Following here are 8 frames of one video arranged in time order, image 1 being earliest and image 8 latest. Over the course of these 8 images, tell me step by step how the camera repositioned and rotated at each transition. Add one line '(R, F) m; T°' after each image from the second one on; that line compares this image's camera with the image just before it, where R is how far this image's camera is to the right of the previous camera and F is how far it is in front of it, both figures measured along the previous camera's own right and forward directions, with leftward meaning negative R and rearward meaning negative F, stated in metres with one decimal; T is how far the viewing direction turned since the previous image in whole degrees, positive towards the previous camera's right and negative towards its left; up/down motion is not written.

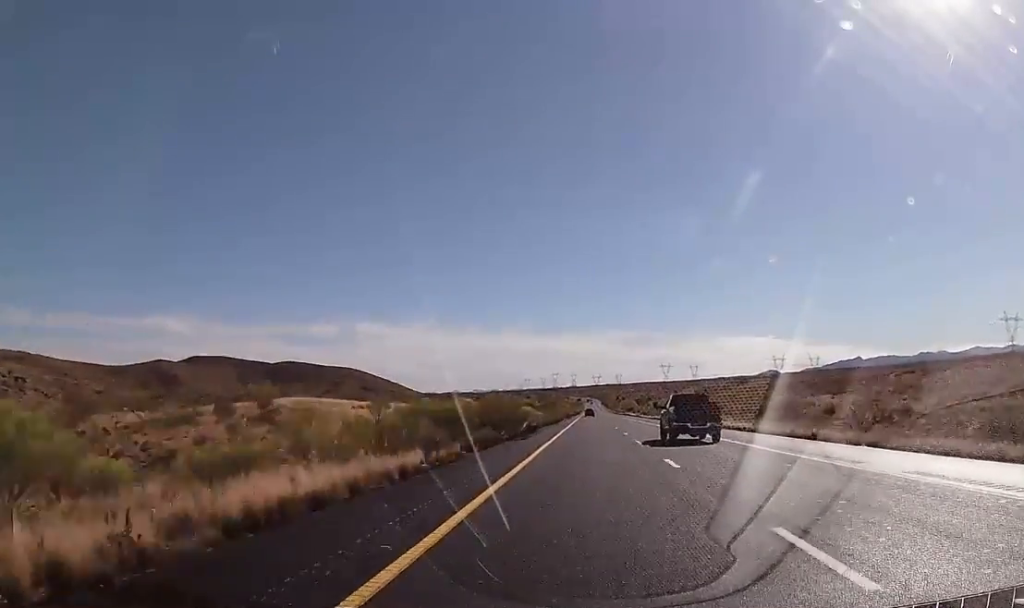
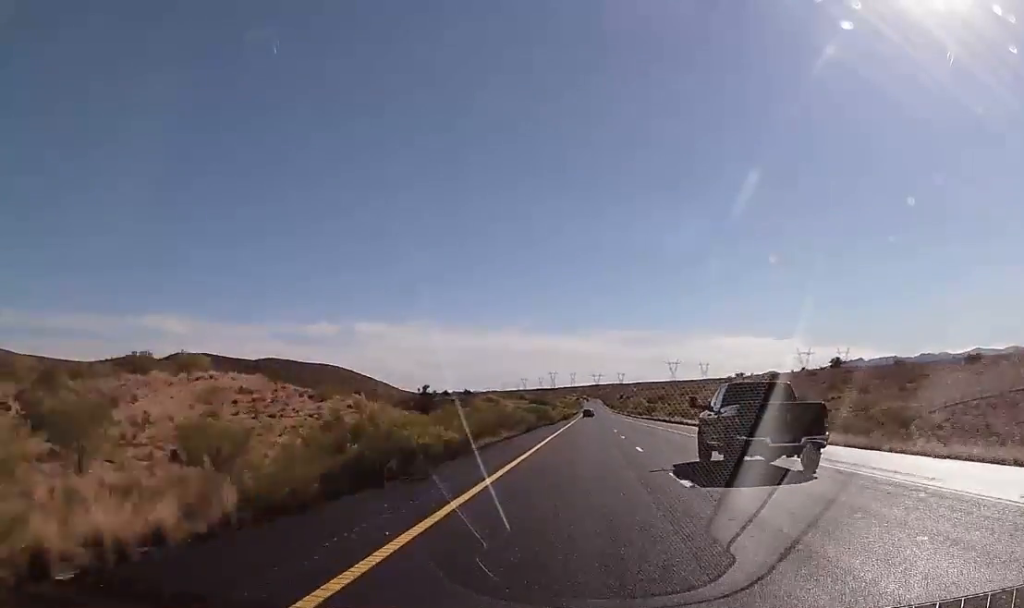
(0.0, +101.8) m; 0°
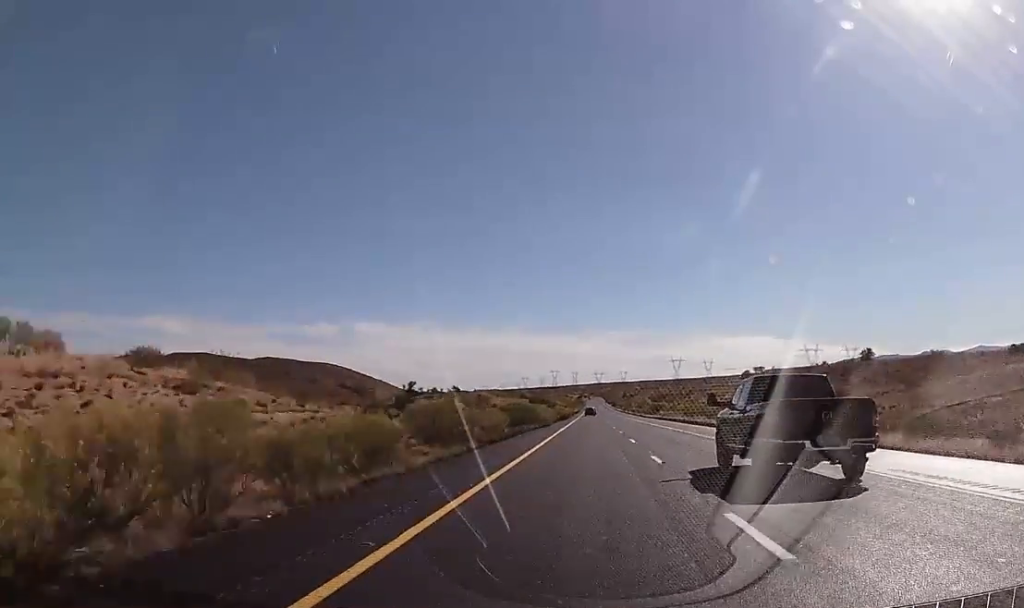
(+0.2, +19.0) m; 0°
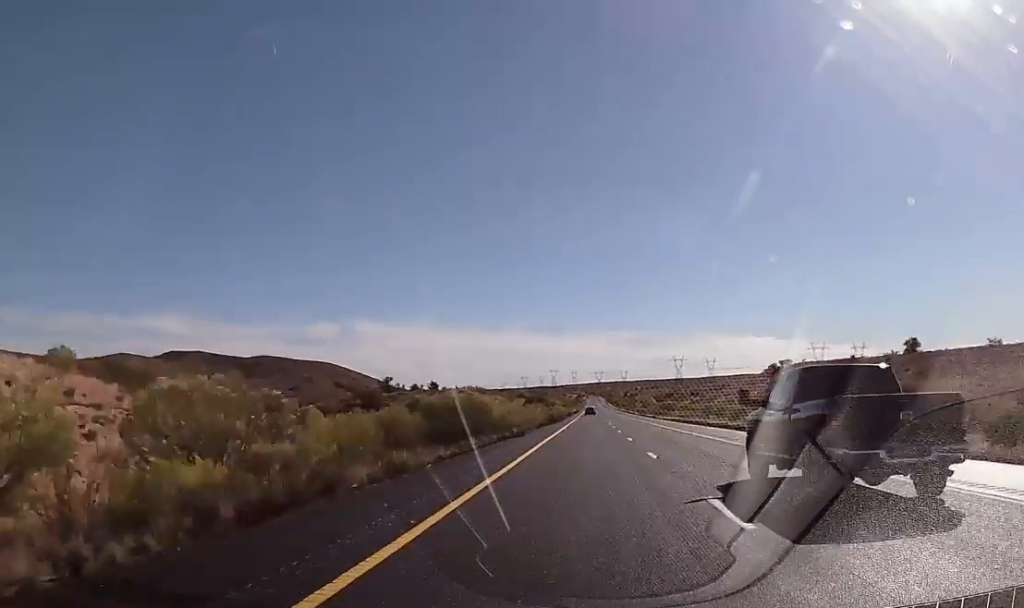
(+0.1, +22.8) m; 0°
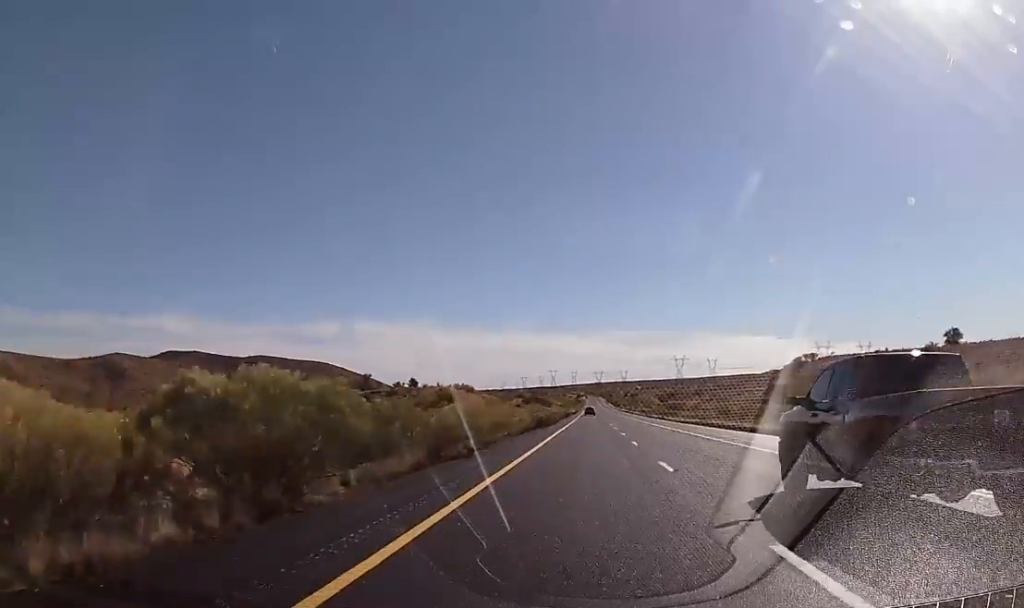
(0.0, +16.5) m; 0°
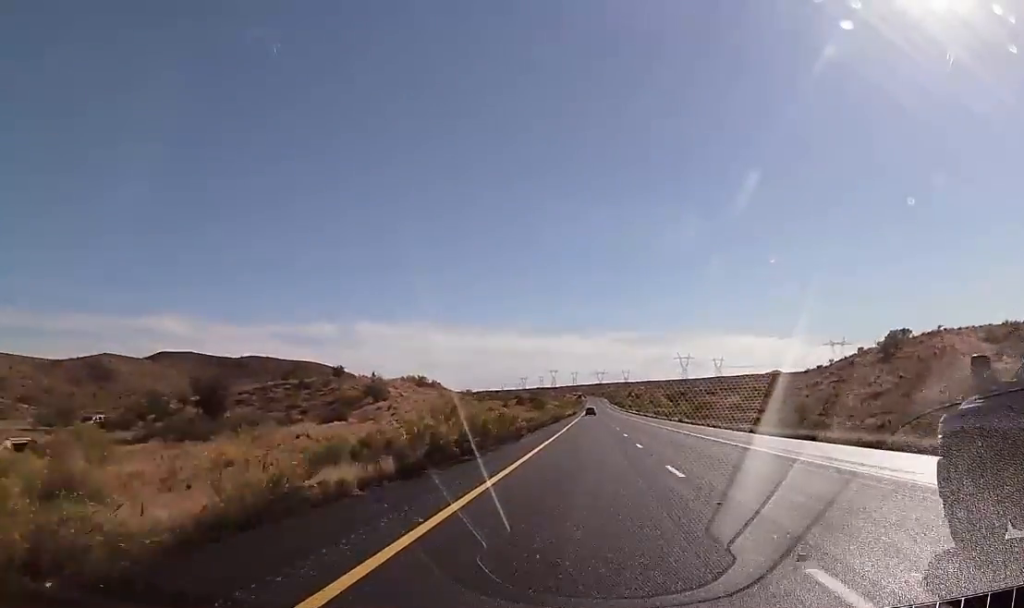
(-0.3, +38.1) m; 0°
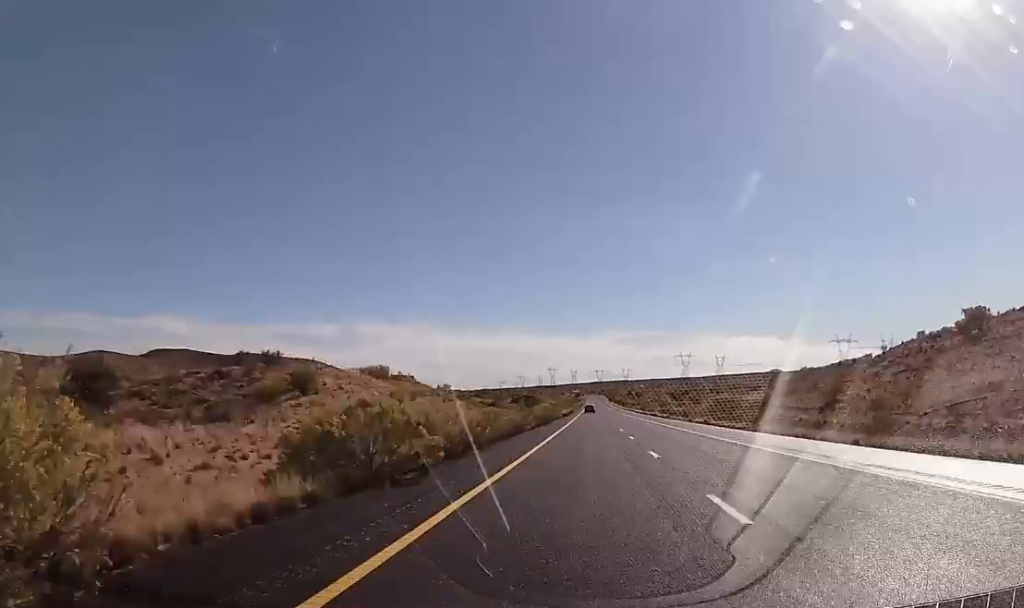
(-0.1, +19.0) m; 0°
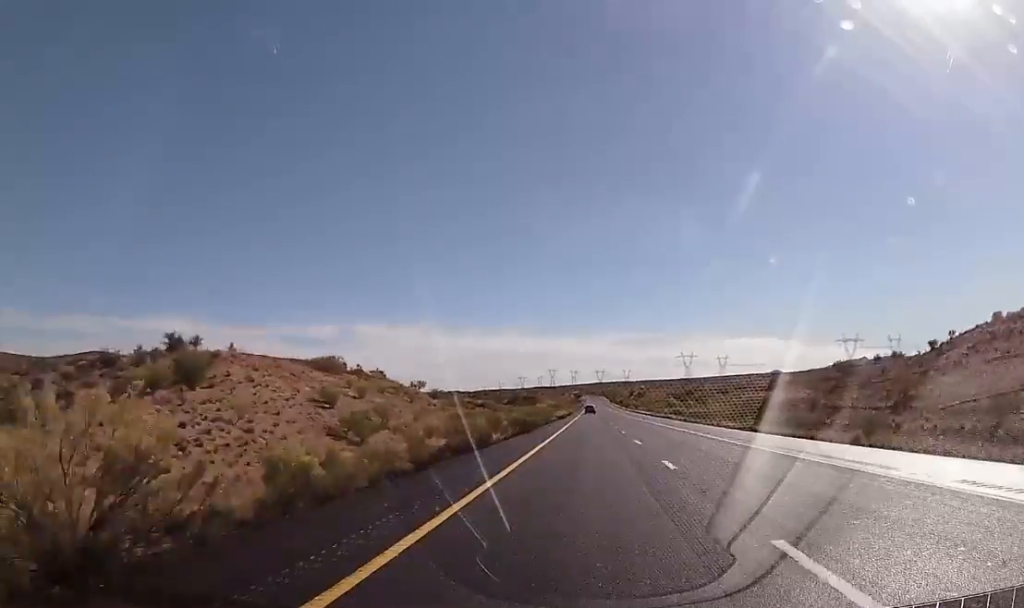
(+0.2, +16.4) m; 0°
